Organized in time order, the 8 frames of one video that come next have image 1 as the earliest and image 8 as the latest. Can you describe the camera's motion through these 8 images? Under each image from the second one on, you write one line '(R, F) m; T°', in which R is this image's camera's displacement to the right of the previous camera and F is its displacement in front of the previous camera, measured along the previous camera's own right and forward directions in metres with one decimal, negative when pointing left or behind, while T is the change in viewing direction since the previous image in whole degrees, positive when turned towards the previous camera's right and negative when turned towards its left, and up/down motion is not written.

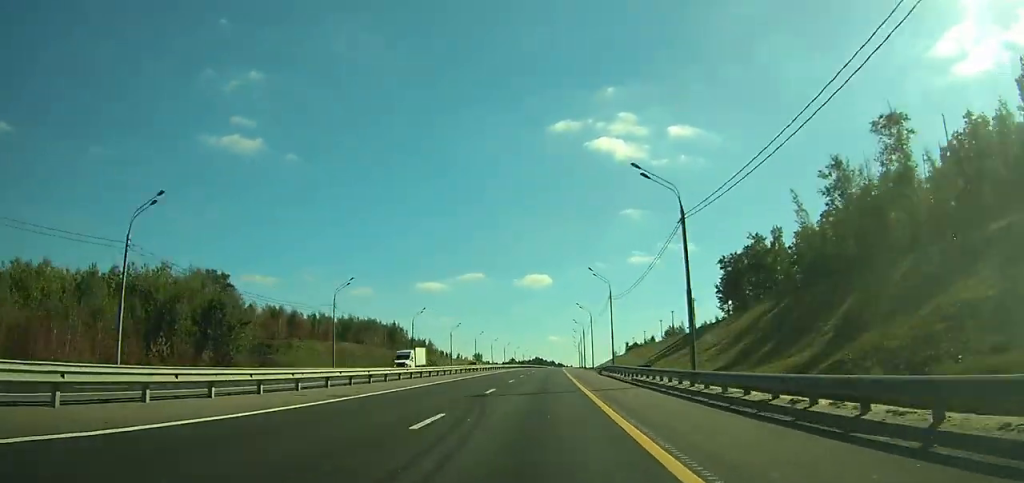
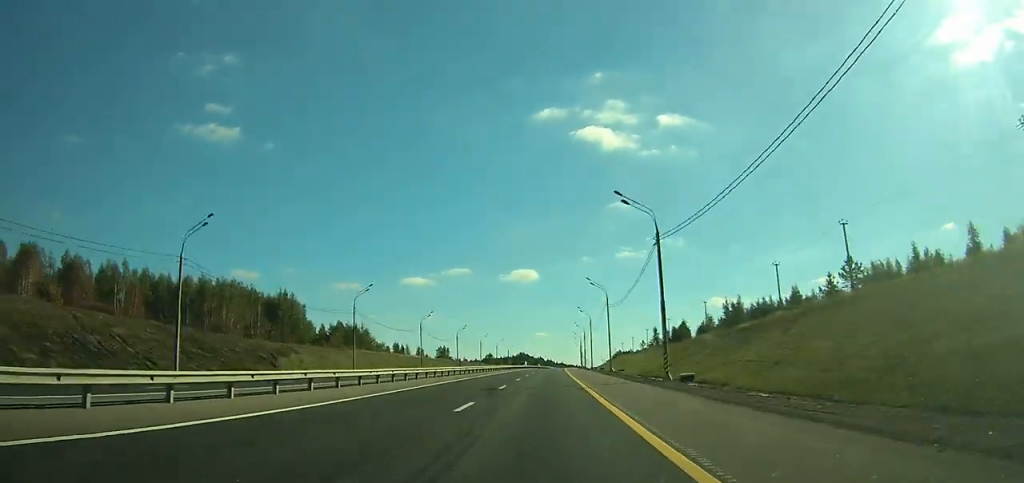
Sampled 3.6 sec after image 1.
(+0.7, +103.1) m; +1°
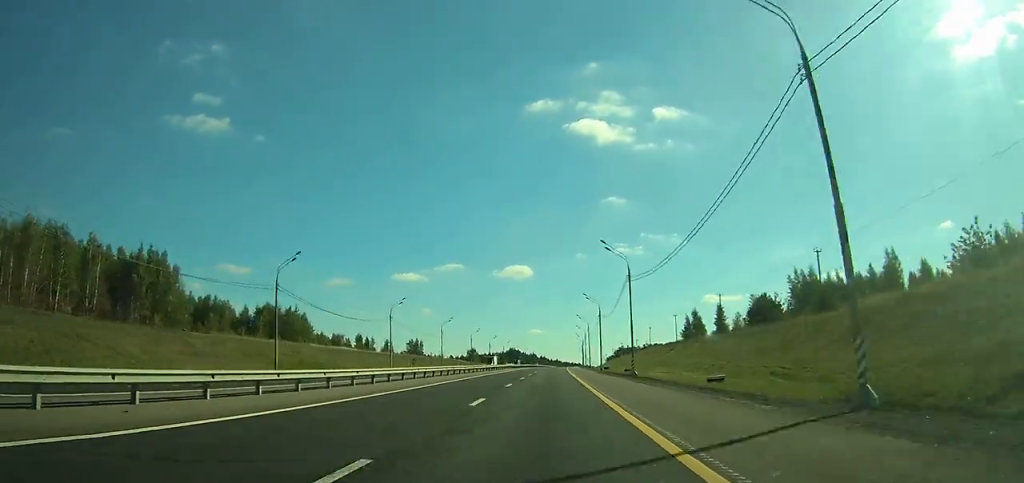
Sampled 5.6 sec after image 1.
(+0.3, +57.5) m; +1°
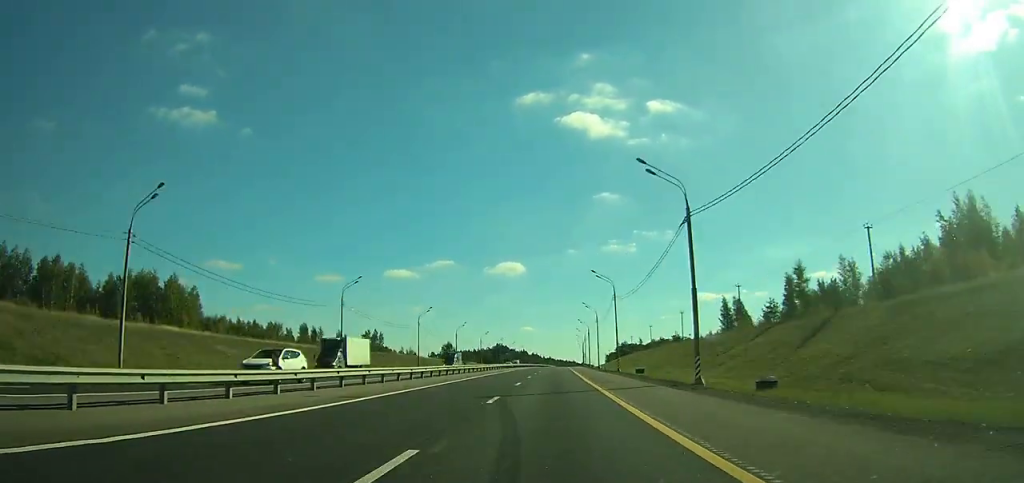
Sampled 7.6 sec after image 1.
(+0.3, +57.9) m; +1°
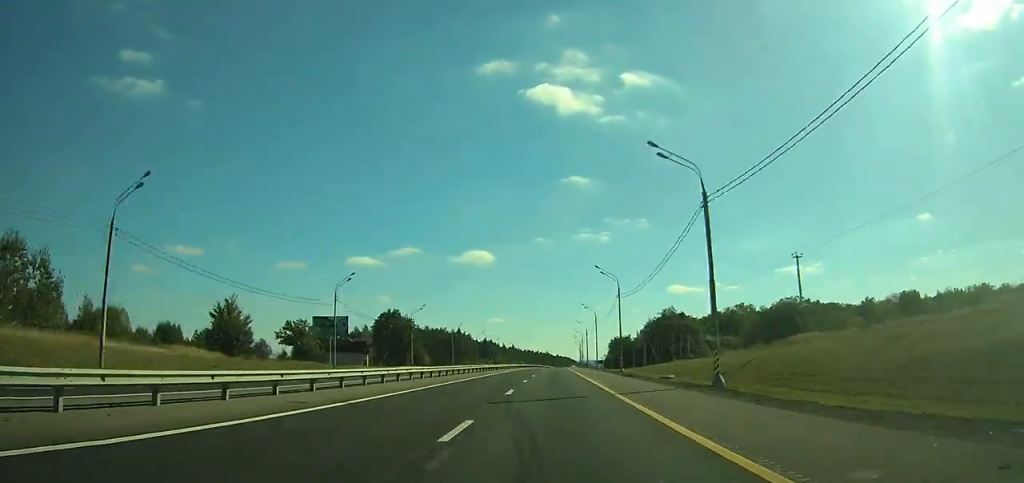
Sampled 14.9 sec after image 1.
(+4.8, +230.8) m; +2°
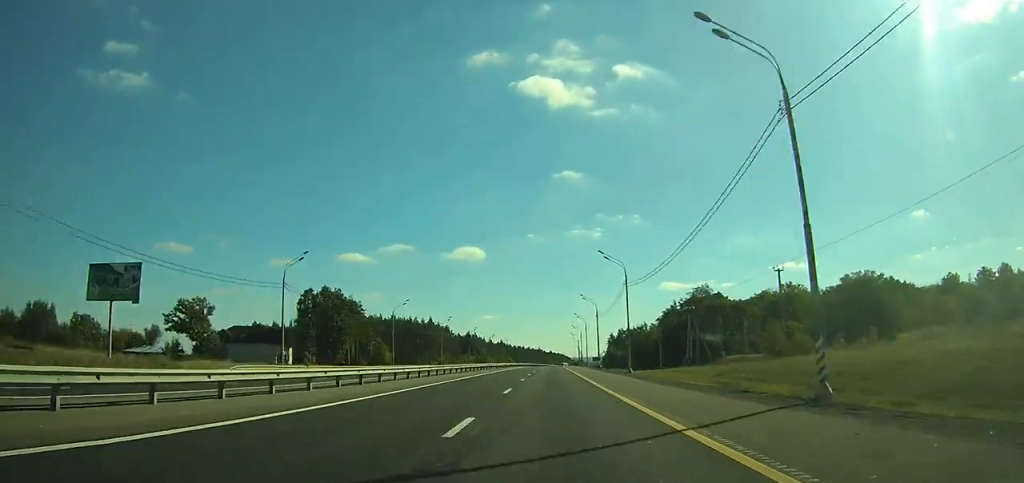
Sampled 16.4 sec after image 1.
(+0.1, +47.4) m; 0°
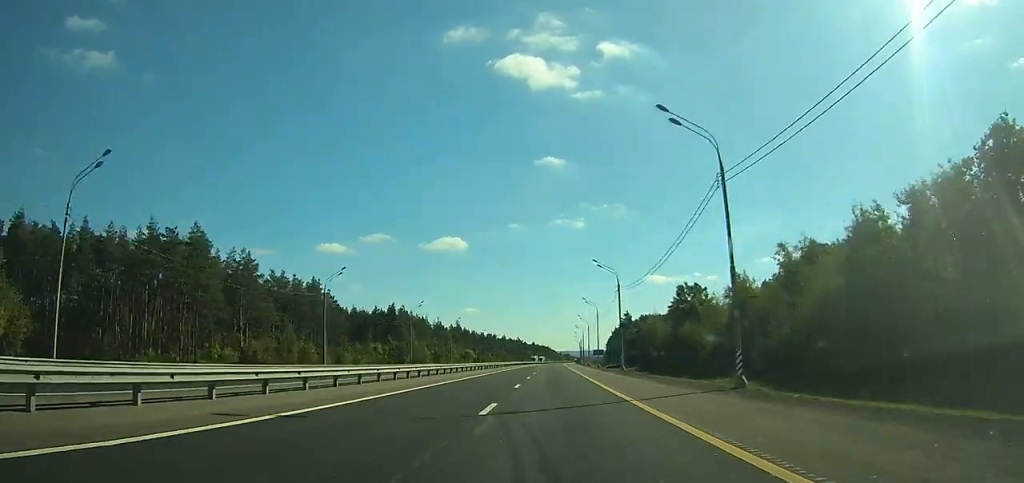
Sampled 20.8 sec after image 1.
(+2.4, +137.3) m; +2°
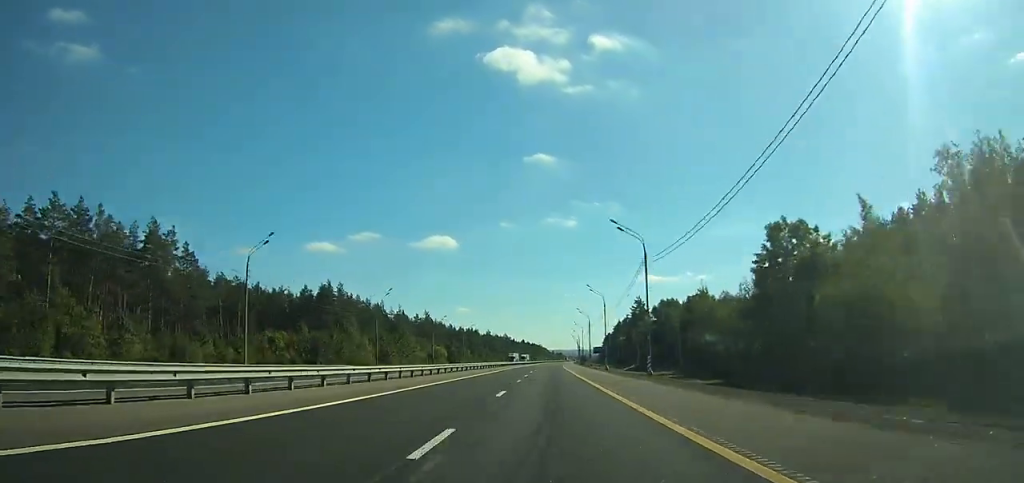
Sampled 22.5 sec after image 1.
(+0.3, +53.1) m; +1°
